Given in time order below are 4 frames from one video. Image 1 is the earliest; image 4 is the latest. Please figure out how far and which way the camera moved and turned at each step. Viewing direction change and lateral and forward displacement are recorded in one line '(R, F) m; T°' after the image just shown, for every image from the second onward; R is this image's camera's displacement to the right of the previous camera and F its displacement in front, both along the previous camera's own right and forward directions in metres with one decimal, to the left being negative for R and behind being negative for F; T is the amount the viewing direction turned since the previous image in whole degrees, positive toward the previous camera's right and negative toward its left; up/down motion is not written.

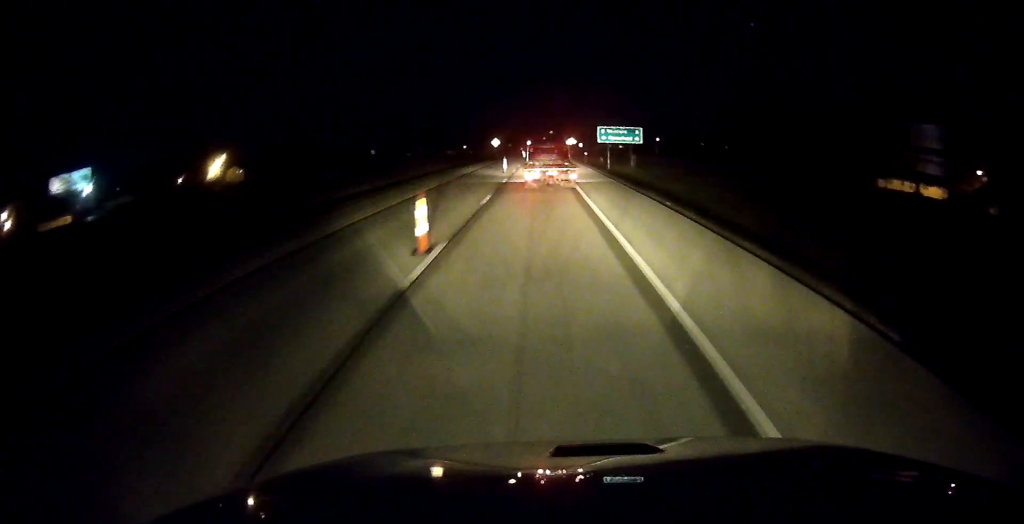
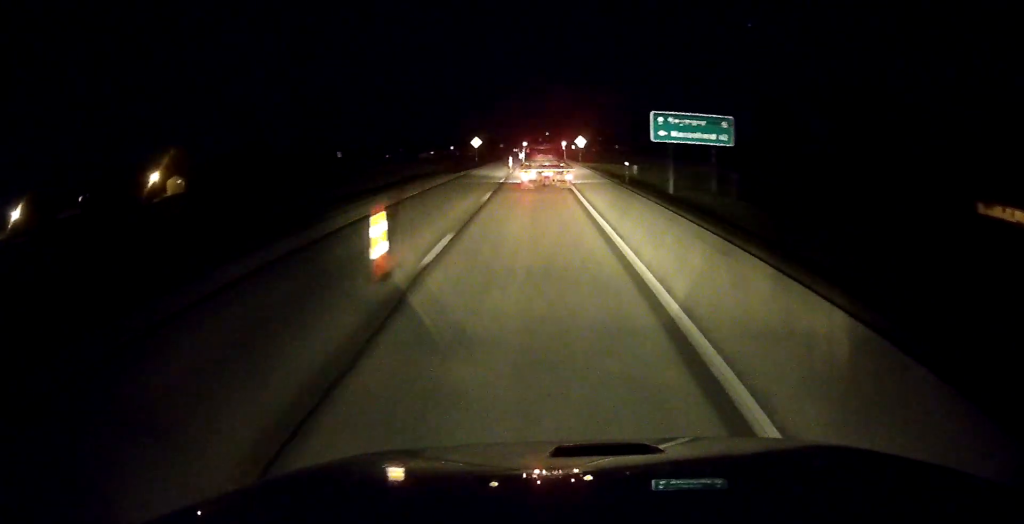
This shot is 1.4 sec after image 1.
(+0.4, +34.7) m; +2°
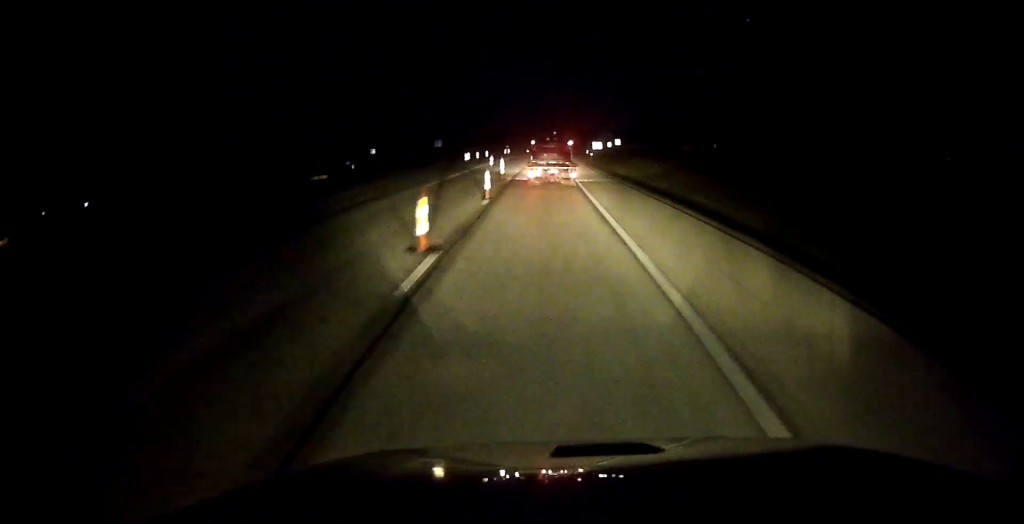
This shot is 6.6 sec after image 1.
(-2.0, +135.1) m; 0°
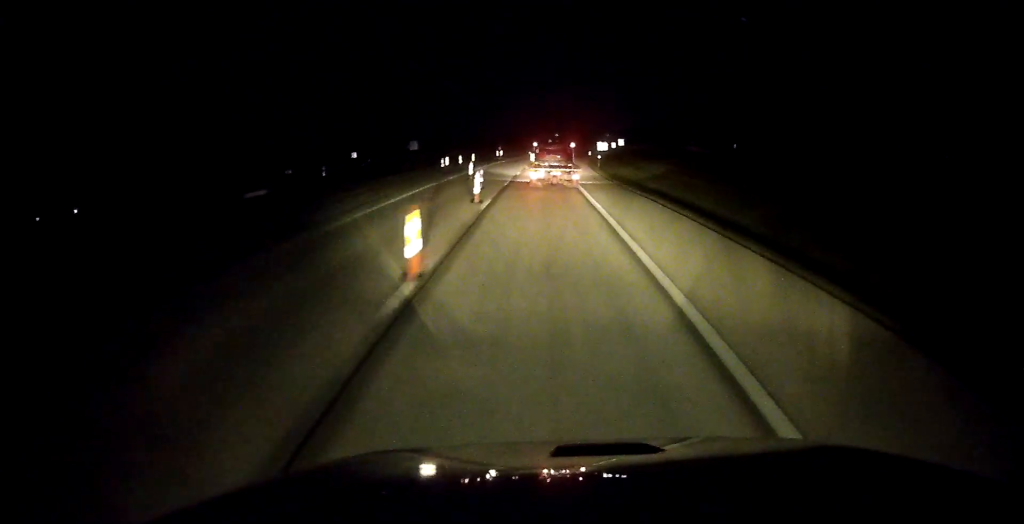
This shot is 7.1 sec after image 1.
(+0.4, +12.9) m; 0°
